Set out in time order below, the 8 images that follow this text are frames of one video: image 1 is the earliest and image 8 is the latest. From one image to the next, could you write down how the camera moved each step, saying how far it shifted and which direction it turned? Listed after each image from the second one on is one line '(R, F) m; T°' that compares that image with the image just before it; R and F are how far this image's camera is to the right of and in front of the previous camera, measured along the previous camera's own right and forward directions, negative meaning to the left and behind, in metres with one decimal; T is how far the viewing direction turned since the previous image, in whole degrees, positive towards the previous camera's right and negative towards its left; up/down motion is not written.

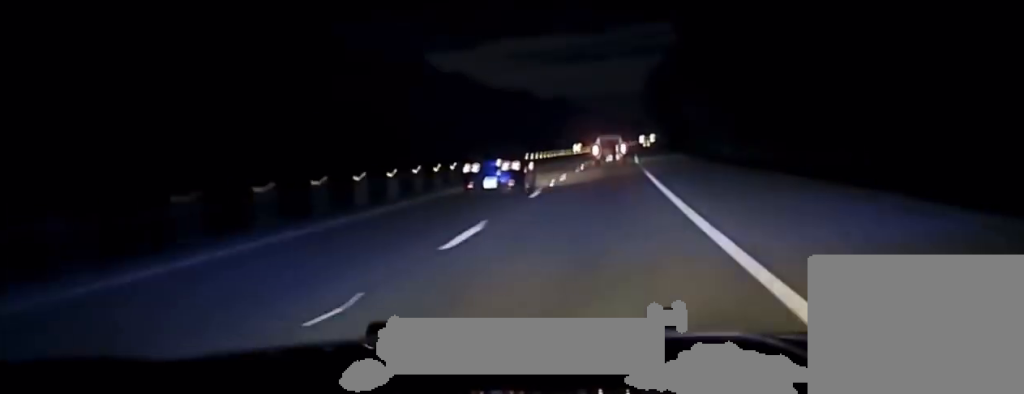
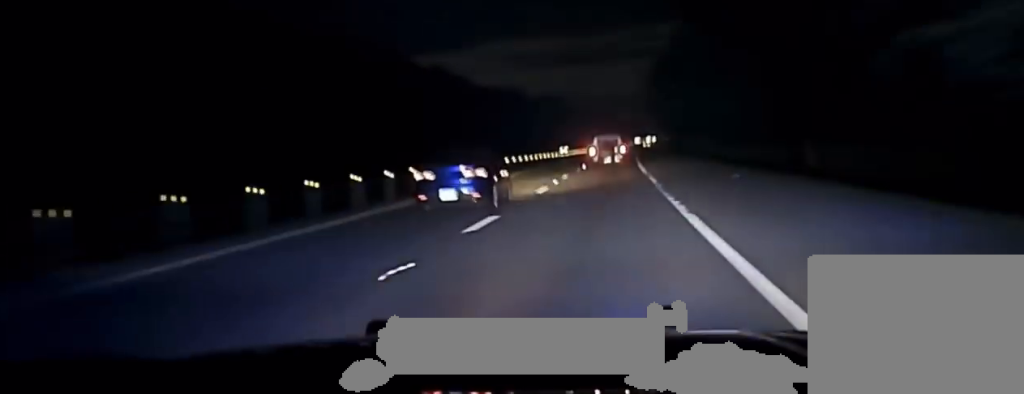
(+0.1, +20.8) m; 0°
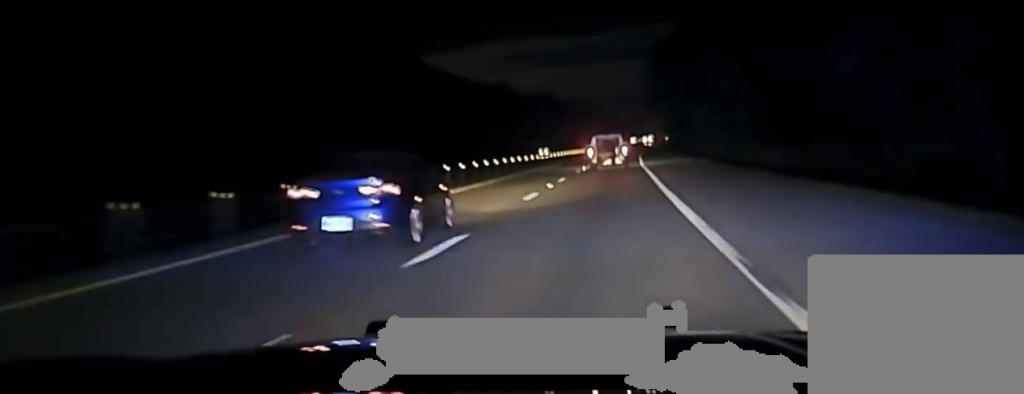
(+0.1, +26.2) m; 0°
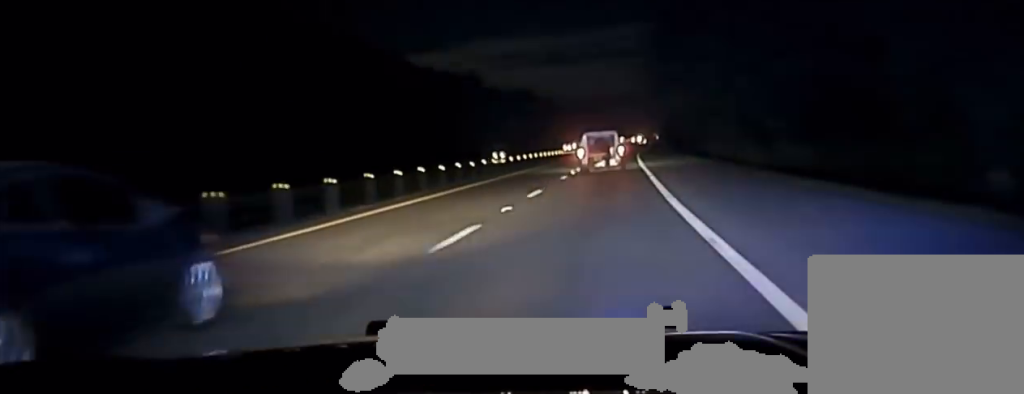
(+0.1, +34.6) m; 0°
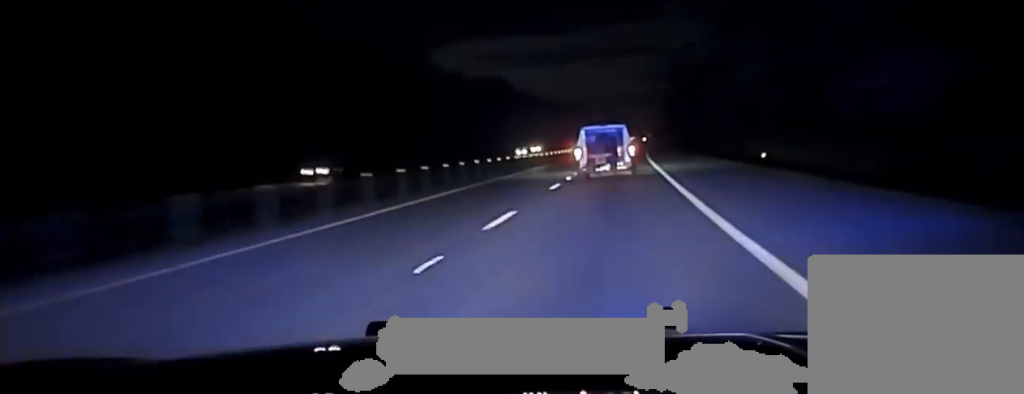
(+0.5, +63.3) m; +1°
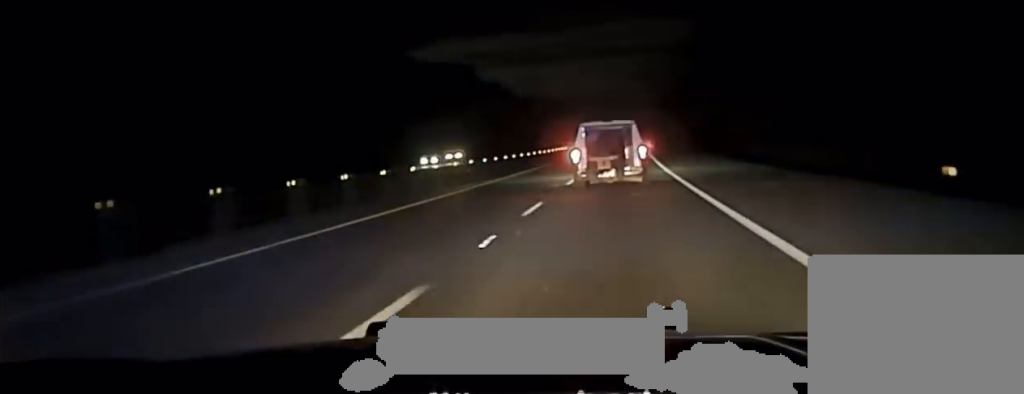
(+0.4, +48.2) m; +1°
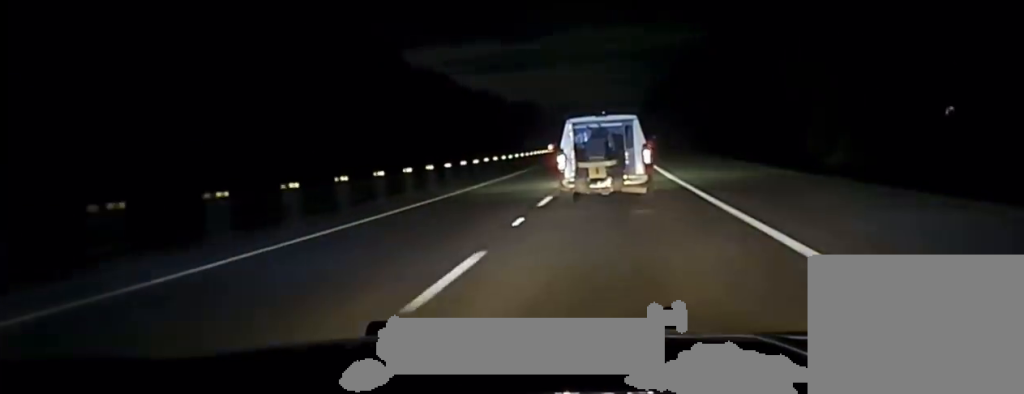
(+1.1, +71.3) m; +1°
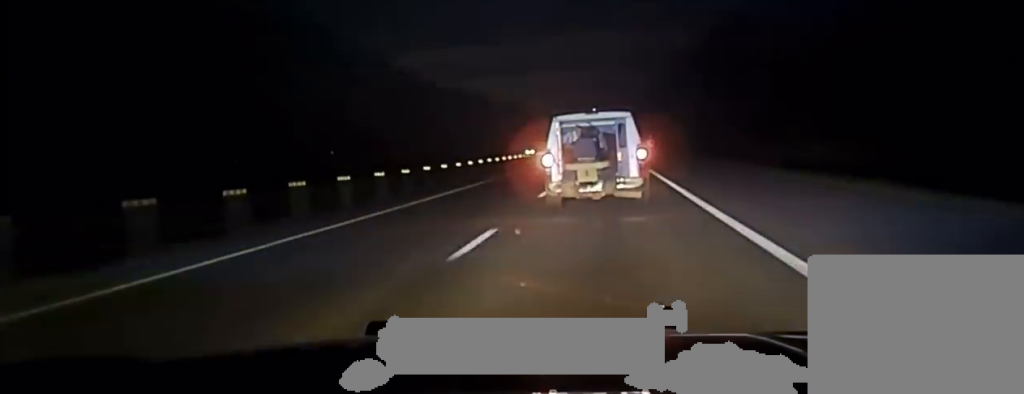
(0.0, +32.8) m; 0°
